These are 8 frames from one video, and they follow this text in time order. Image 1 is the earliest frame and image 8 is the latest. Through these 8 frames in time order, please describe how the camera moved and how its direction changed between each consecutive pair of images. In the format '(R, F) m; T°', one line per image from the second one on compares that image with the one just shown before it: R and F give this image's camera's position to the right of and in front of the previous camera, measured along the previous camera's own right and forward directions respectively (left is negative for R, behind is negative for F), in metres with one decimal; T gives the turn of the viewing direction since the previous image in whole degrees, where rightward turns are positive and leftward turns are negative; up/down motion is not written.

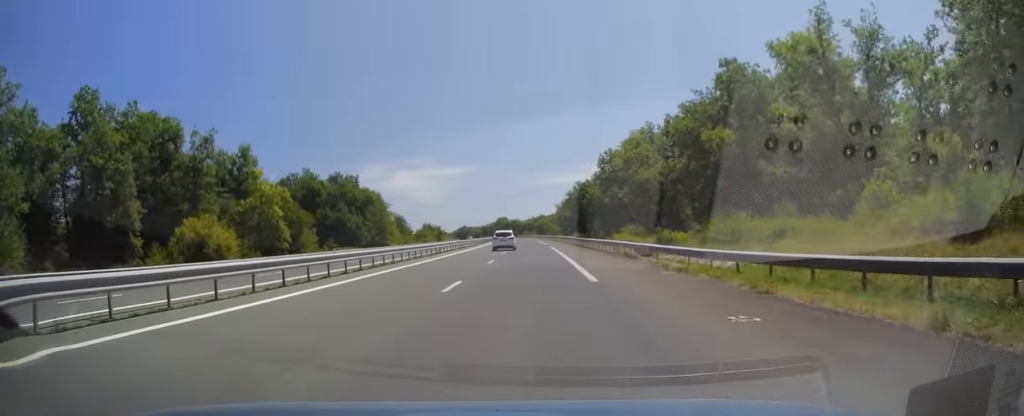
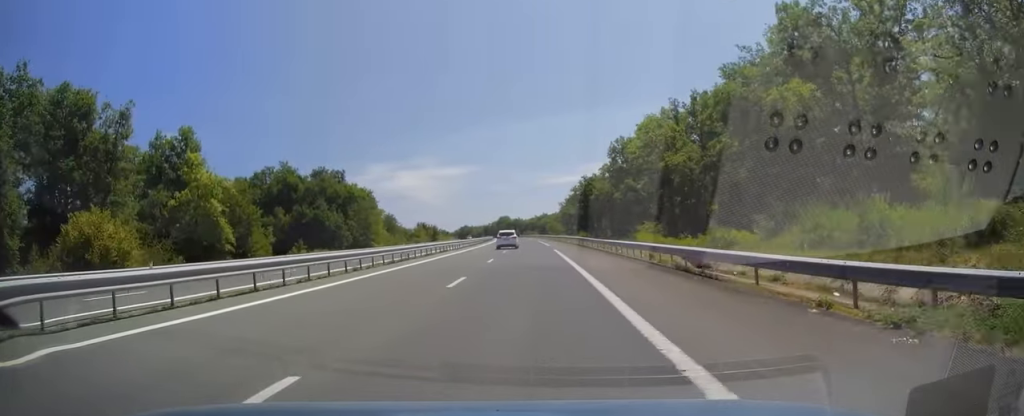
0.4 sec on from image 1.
(0.0, +11.8) m; 0°
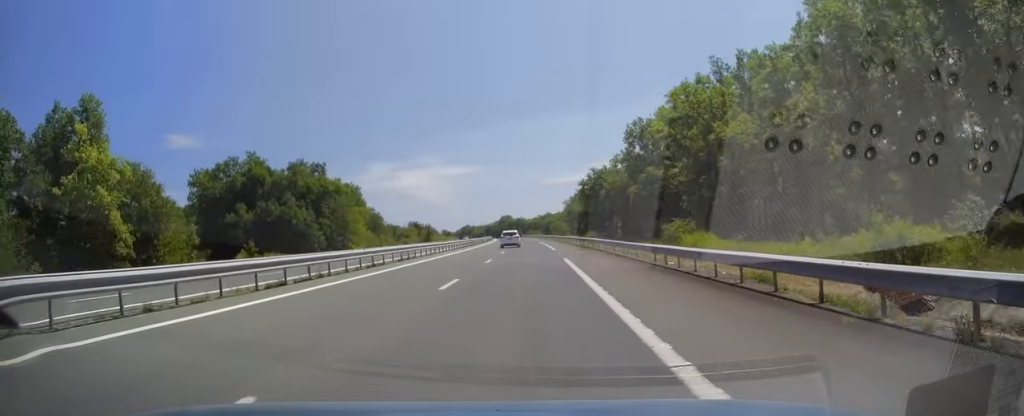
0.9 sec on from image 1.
(+0.1, +13.8) m; 0°
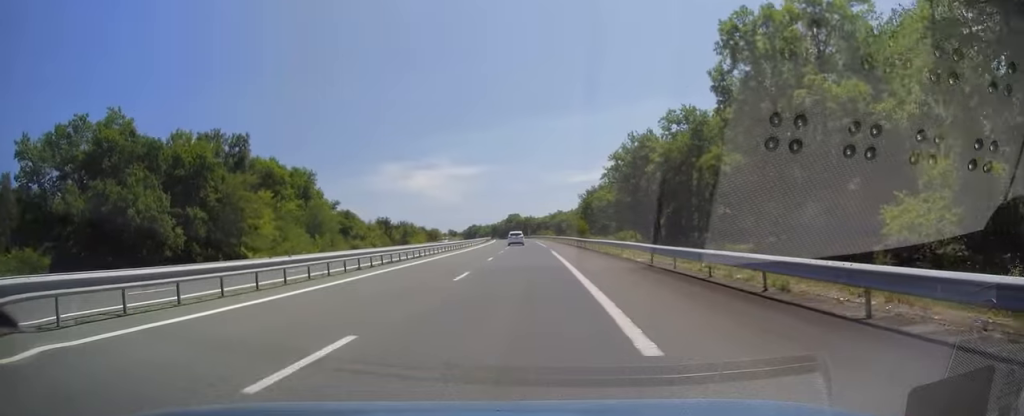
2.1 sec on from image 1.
(-0.5, +35.9) m; -1°
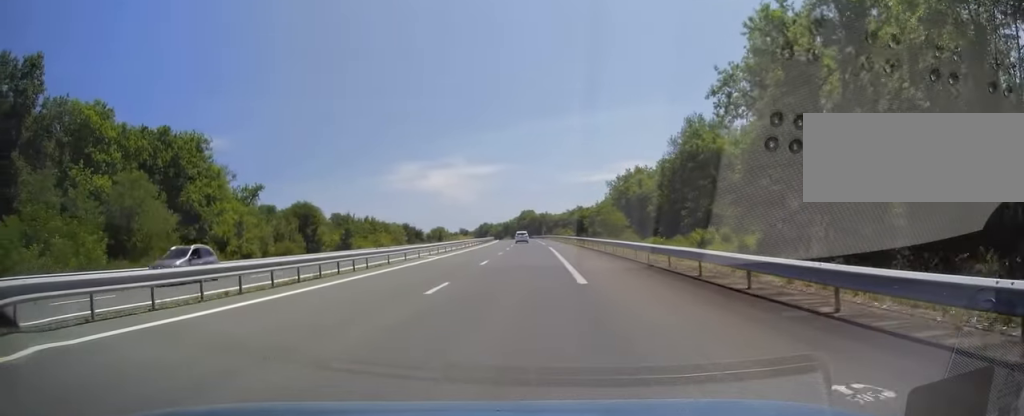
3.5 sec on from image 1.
(-0.5, +43.2) m; -2°
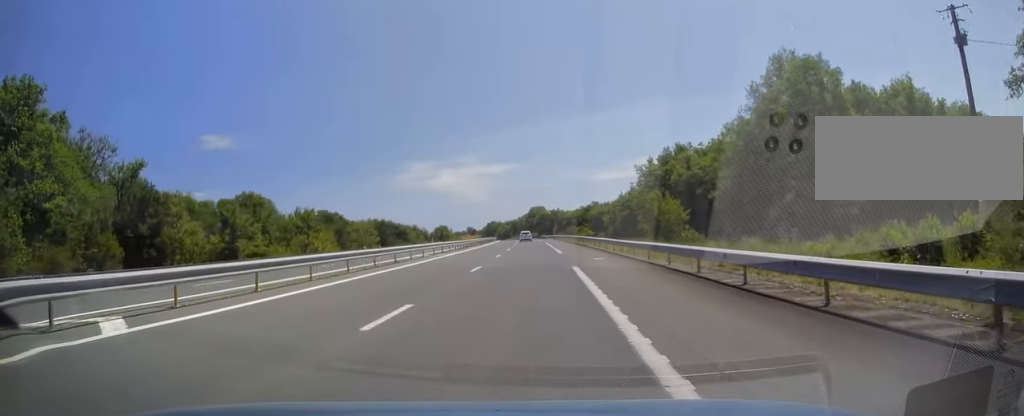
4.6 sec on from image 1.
(-0.5, +31.3) m; -1°
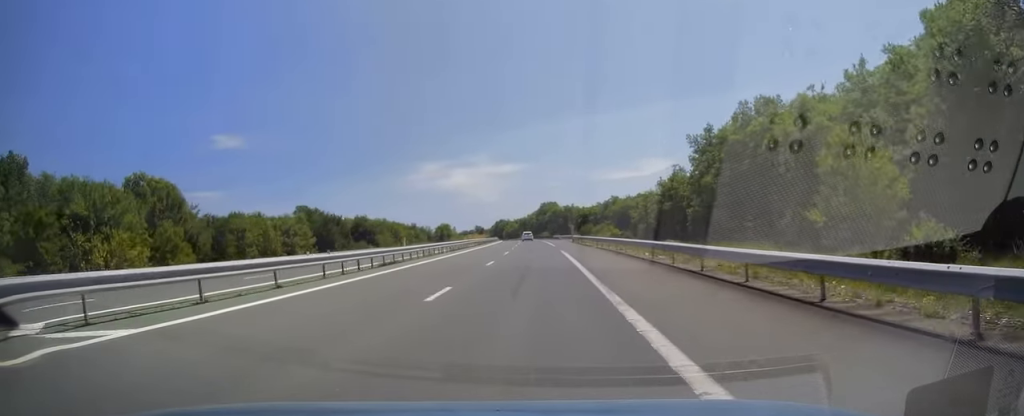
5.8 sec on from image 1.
(+0.1, +35.3) m; -1°
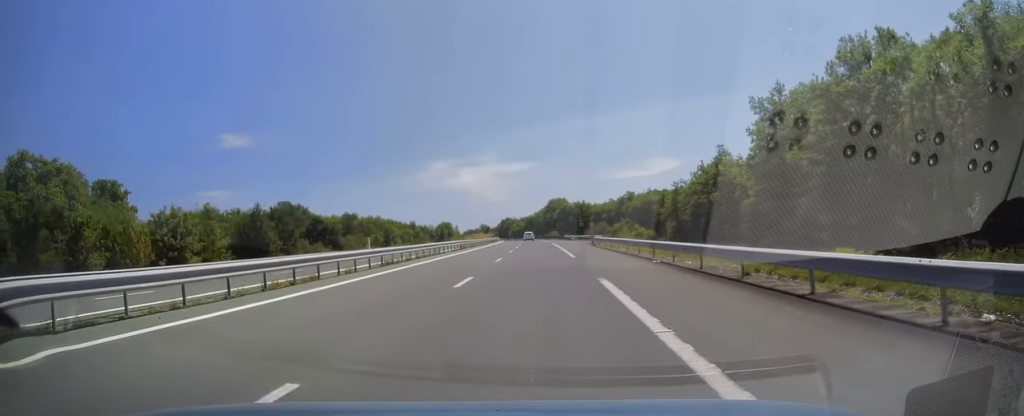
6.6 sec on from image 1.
(-0.4, +23.0) m; -1°
